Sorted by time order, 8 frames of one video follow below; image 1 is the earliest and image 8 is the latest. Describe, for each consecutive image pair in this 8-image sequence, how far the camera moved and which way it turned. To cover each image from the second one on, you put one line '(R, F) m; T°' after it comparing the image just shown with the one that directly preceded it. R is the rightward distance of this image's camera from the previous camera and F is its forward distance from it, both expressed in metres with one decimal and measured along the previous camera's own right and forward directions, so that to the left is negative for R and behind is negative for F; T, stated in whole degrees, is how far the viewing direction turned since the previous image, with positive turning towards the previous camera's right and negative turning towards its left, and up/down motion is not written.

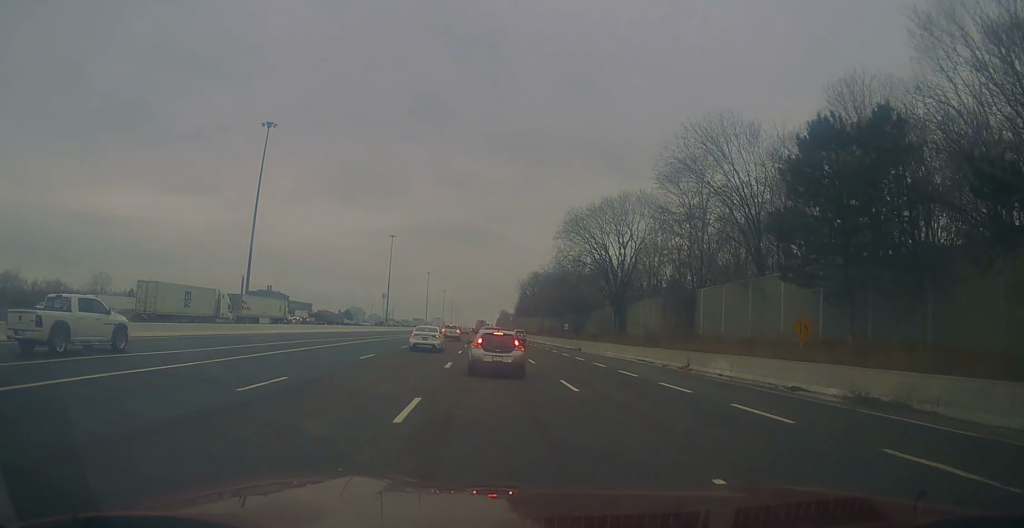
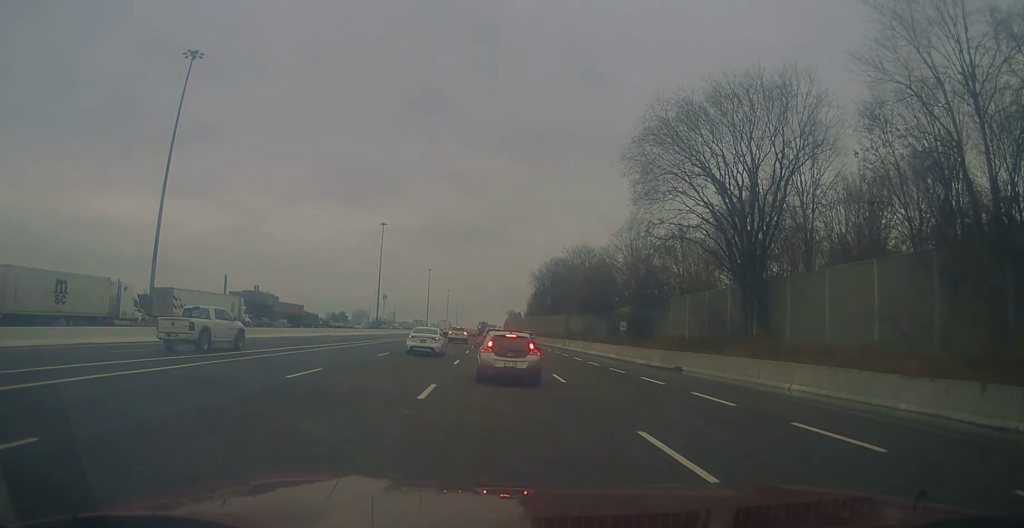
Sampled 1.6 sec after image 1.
(+0.3, +34.1) m; 0°
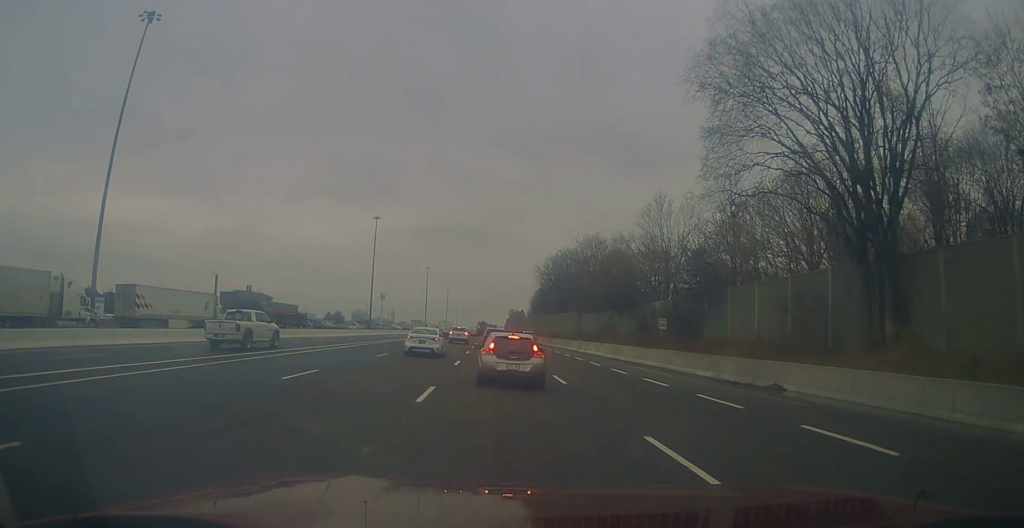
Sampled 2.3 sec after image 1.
(0.0, +12.6) m; 0°
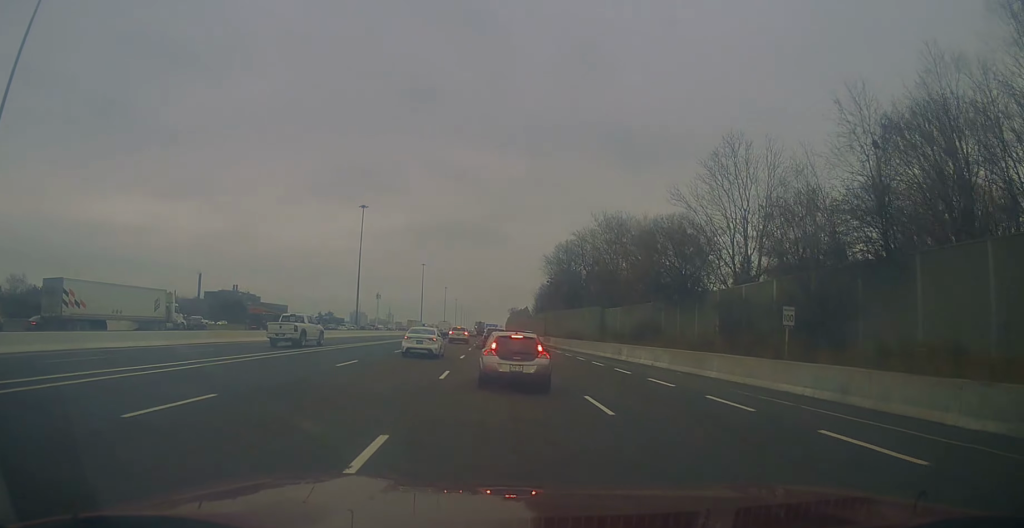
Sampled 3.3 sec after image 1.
(-0.1, +19.2) m; -1°
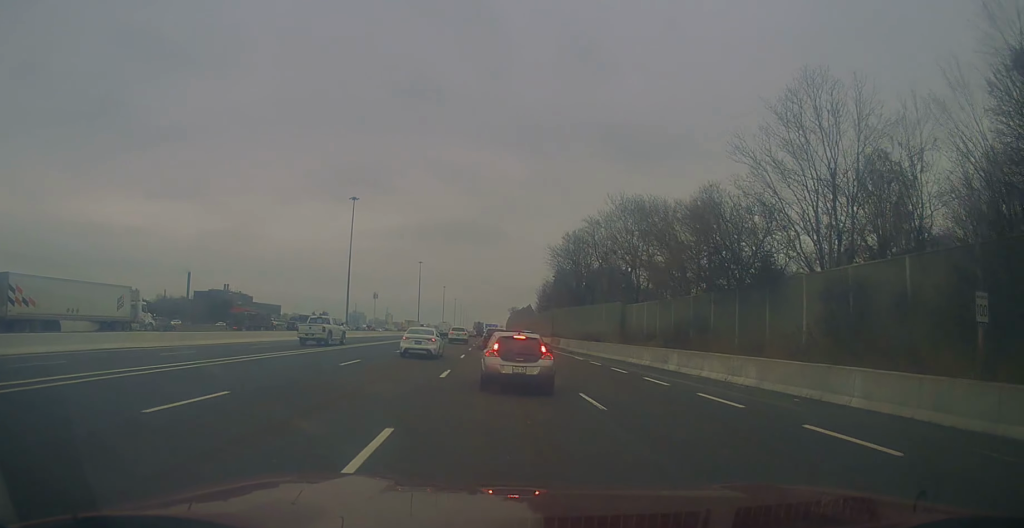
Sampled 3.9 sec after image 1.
(-0.1, +11.7) m; -1°
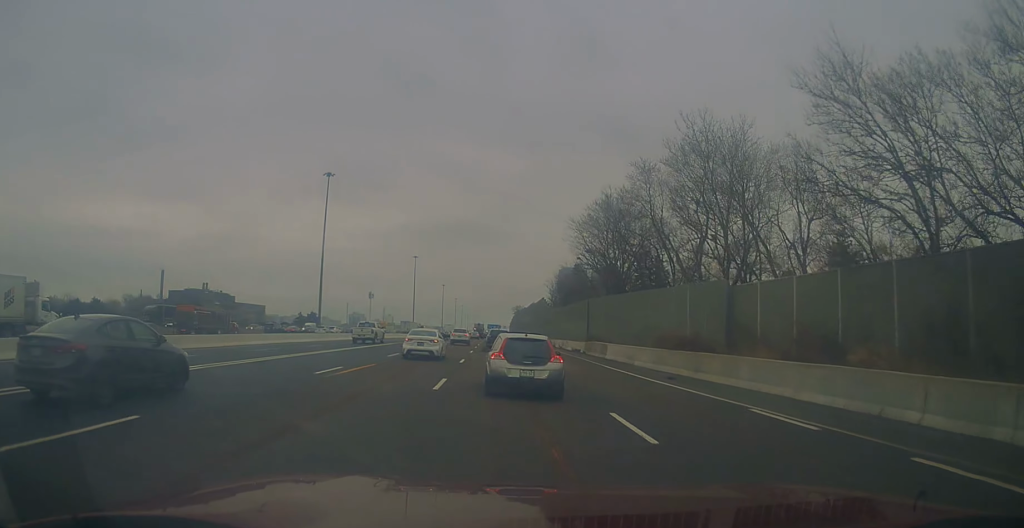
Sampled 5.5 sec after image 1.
(-0.4, +28.1) m; -1°
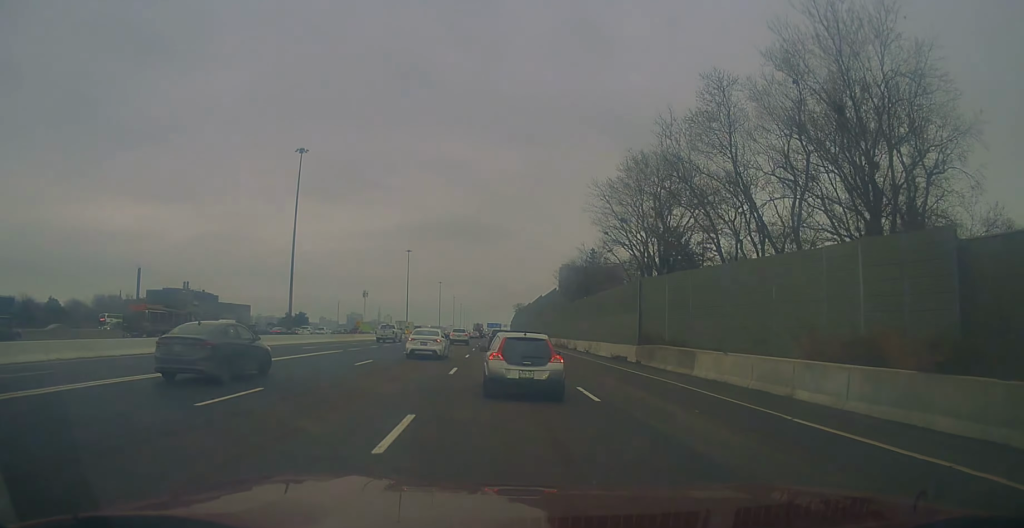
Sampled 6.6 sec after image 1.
(+0.3, +19.7) m; +2°
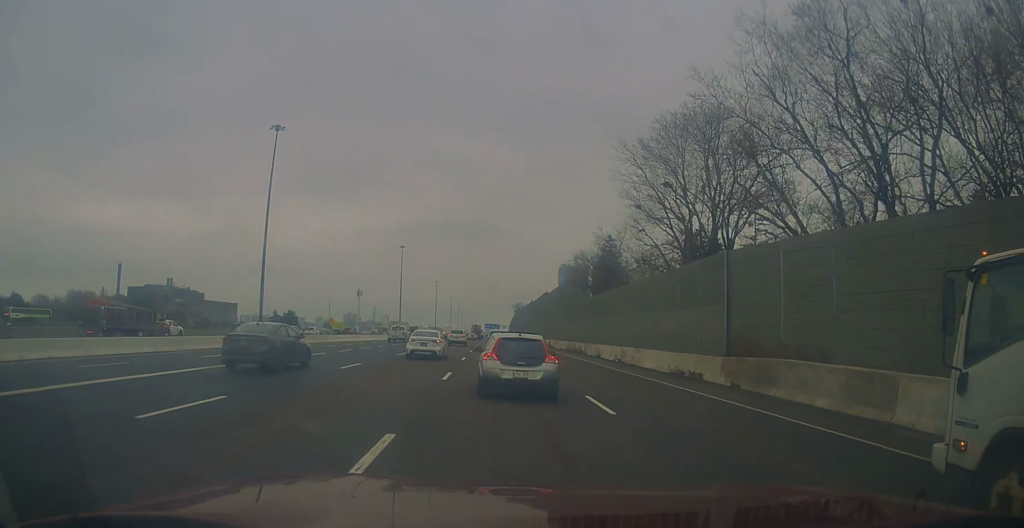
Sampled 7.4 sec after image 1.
(+0.3, +14.2) m; +1°
